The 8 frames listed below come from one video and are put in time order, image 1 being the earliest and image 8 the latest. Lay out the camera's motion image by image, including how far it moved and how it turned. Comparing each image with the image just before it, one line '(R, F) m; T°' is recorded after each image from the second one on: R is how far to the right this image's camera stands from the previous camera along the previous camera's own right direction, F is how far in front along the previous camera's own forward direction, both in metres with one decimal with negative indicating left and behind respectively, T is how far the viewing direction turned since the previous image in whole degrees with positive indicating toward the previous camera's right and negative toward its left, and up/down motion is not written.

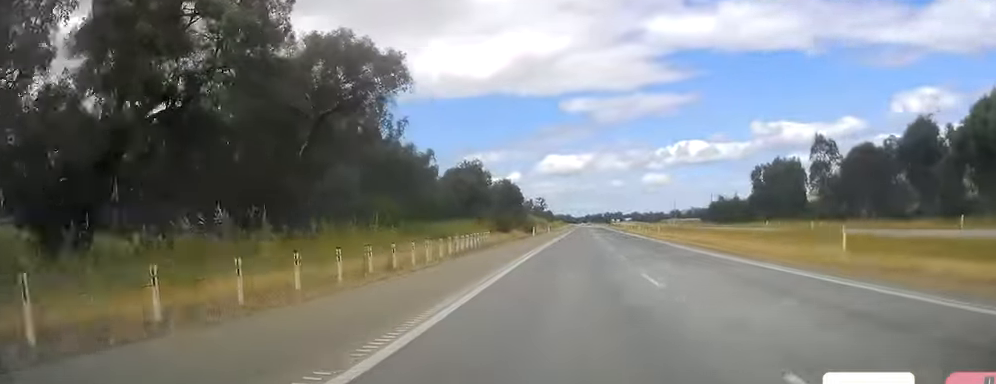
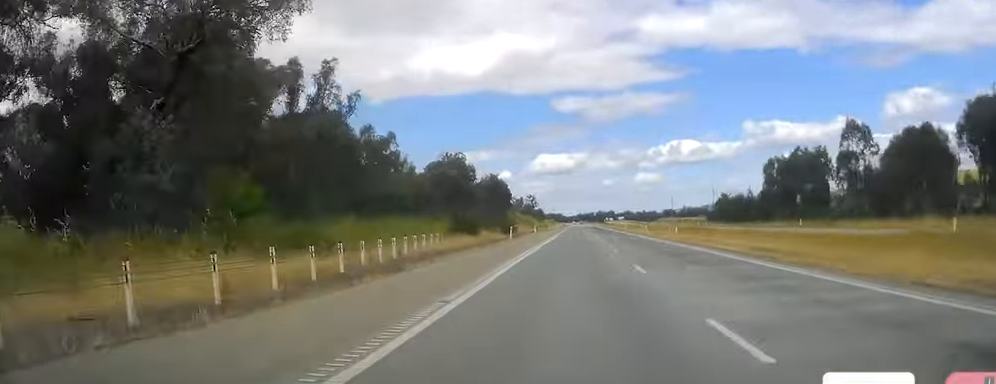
(-0.2, +20.1) m; 0°
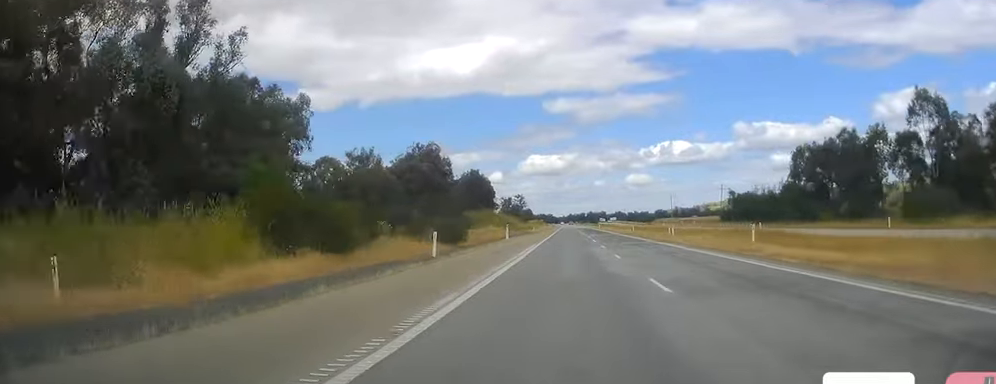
(+0.2, +28.8) m; +1°
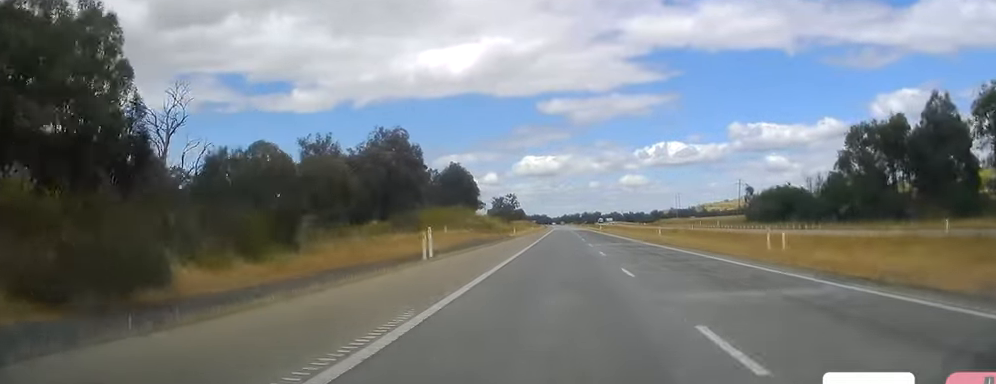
(+0.4, +31.7) m; +1°
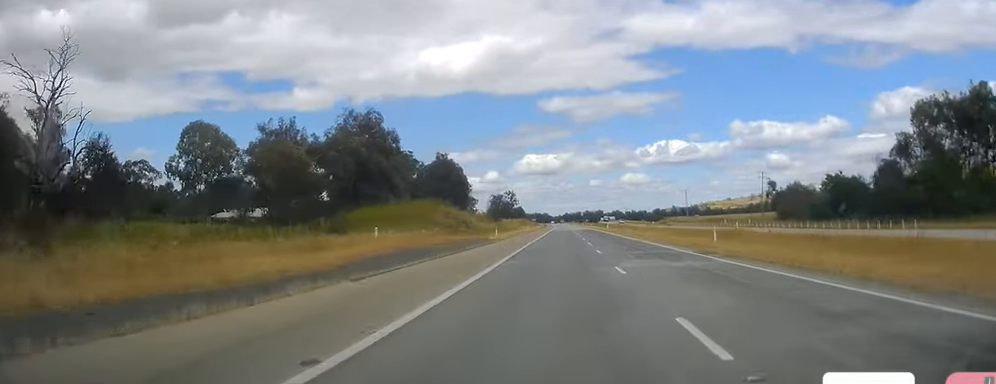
(0.0, +23.0) m; +1°
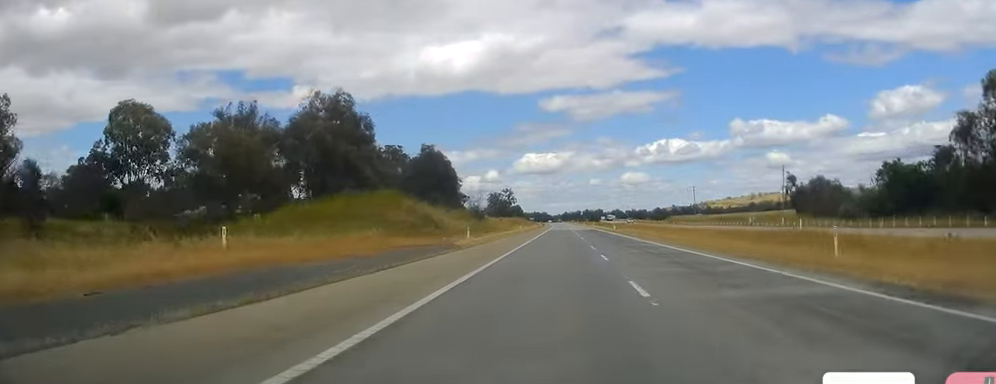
(+0.2, +18.1) m; 0°
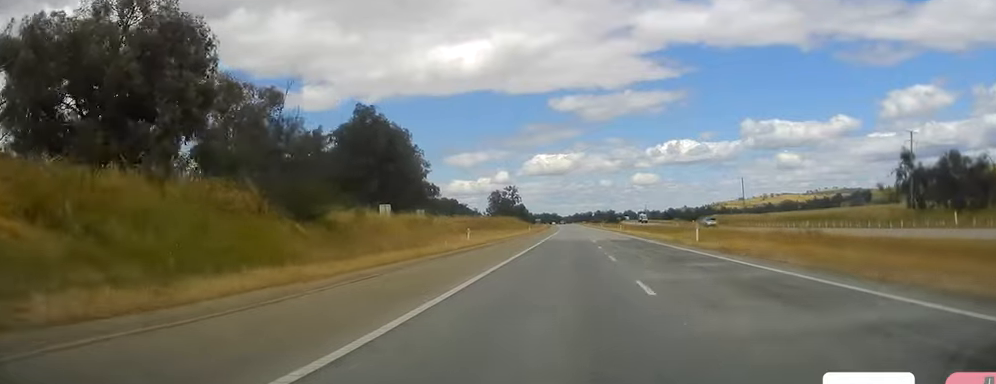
(-0.8, +59.2) m; -1°
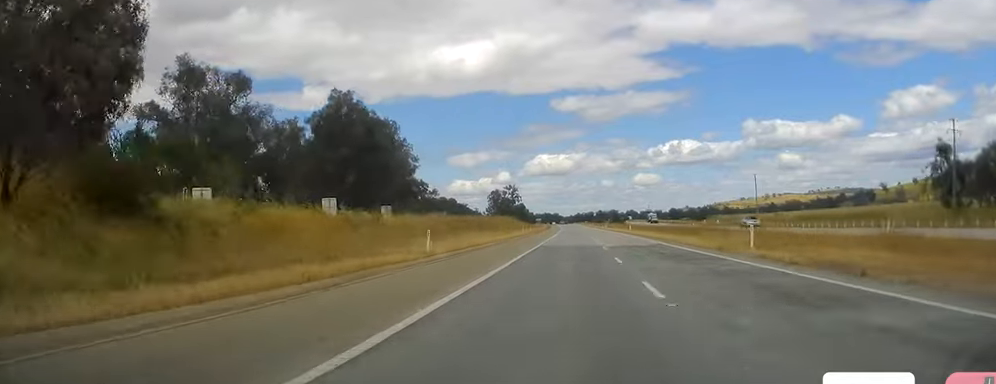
(+0.1, +12.5) m; 0°
